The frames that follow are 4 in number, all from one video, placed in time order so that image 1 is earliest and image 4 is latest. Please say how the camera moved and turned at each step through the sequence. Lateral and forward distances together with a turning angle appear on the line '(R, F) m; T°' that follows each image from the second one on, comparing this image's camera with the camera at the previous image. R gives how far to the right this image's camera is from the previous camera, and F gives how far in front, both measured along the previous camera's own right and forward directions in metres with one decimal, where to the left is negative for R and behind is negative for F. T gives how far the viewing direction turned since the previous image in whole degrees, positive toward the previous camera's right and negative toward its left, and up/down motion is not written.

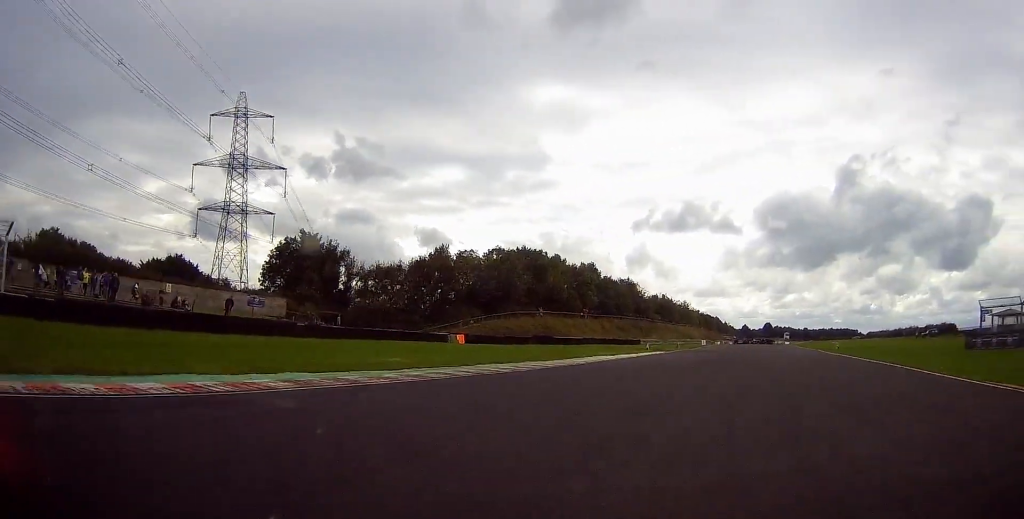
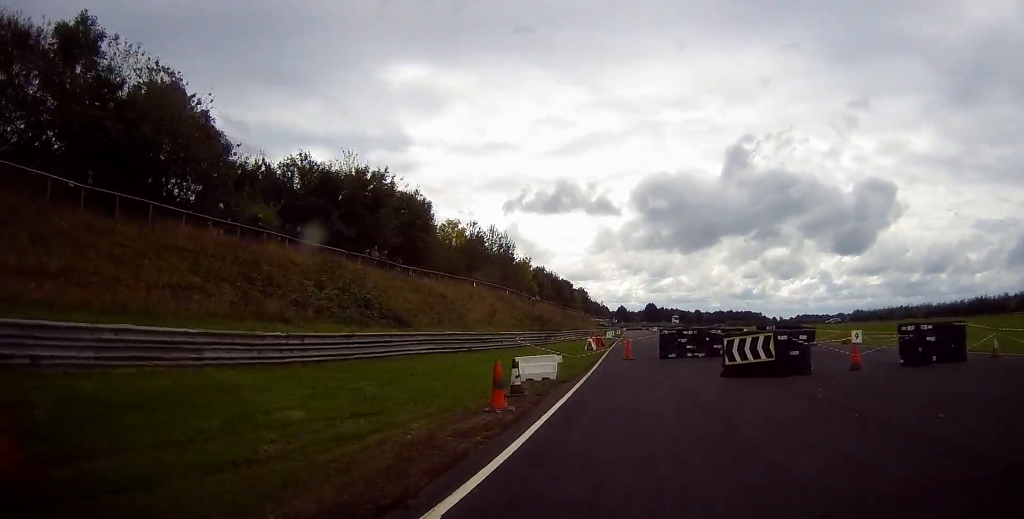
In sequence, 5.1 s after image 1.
(+27.0, +117.2) m; +17°
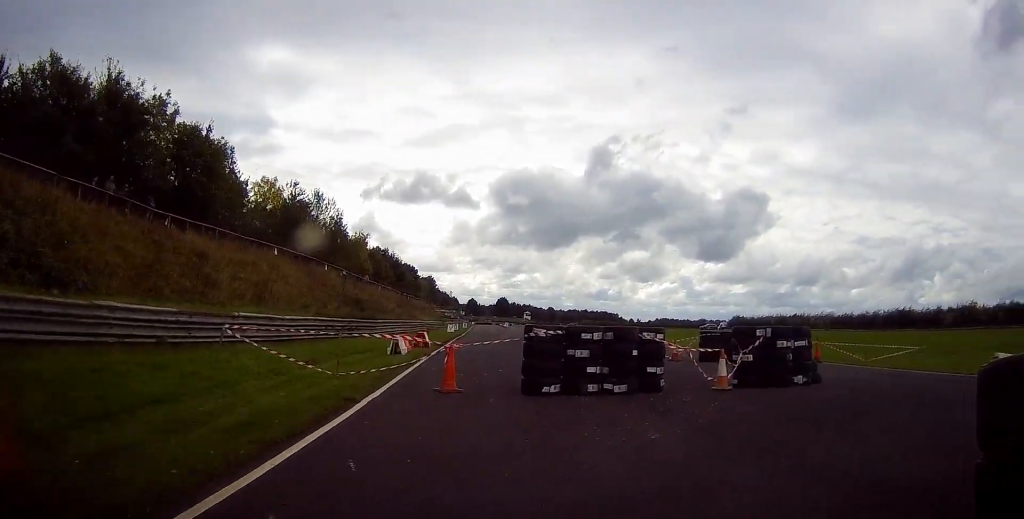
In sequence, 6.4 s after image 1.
(+0.5, +14.8) m; +12°
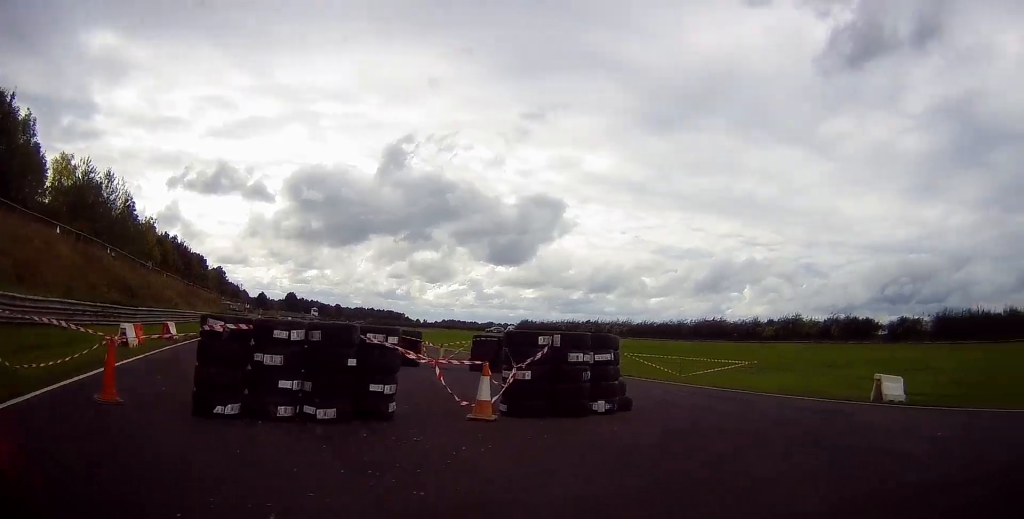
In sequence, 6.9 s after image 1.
(+0.8, +3.6) m; +10°
